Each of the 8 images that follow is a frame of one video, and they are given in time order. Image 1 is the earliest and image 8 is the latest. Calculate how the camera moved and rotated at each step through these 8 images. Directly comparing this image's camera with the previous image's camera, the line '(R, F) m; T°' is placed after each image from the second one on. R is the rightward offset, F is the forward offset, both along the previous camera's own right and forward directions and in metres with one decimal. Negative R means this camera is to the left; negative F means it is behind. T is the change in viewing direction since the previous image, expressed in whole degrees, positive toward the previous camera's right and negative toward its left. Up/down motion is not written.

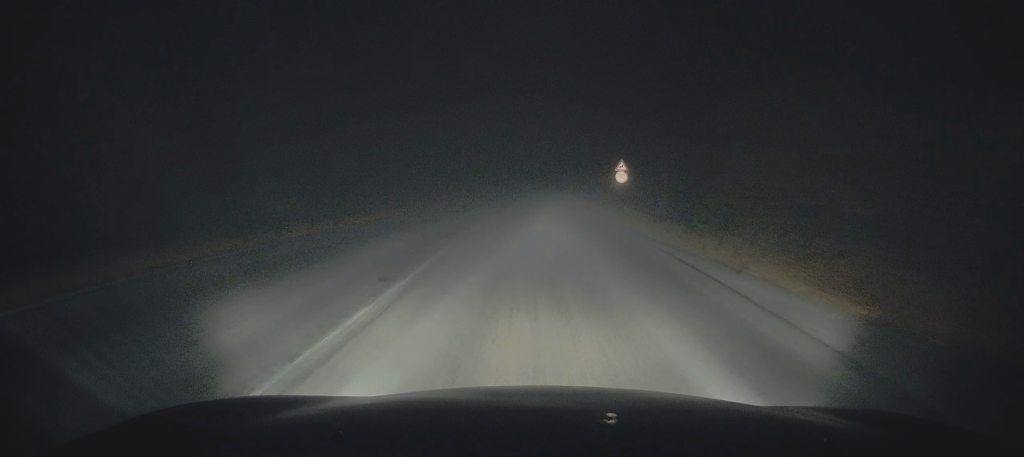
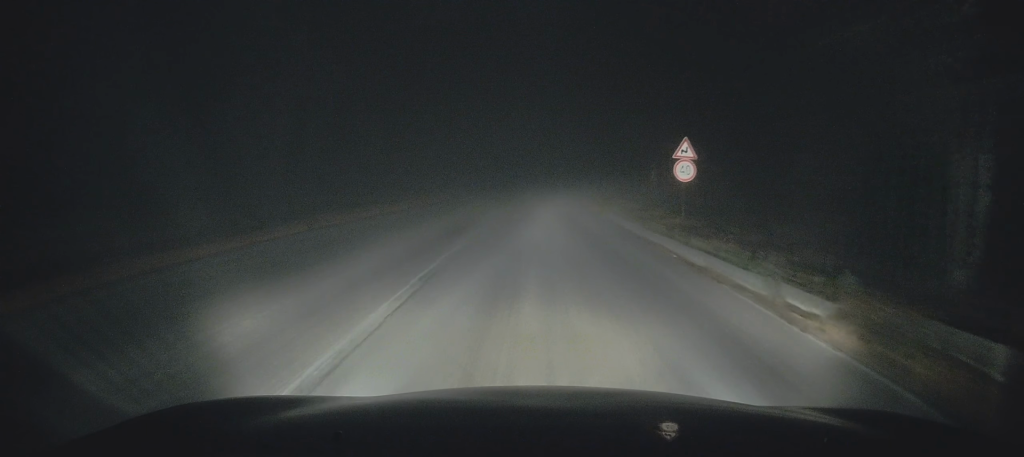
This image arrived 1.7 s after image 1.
(+0.1, +16.3) m; +1°
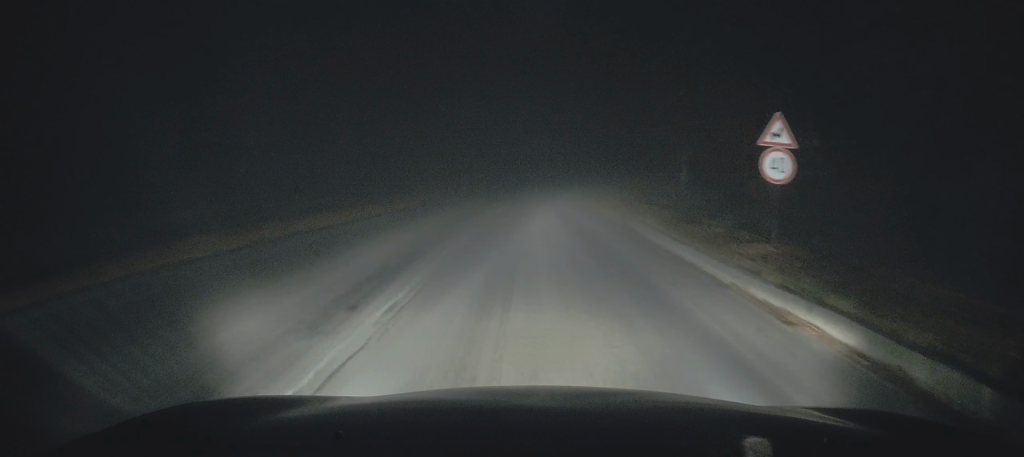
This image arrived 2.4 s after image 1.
(+0.1, +6.7) m; 0°
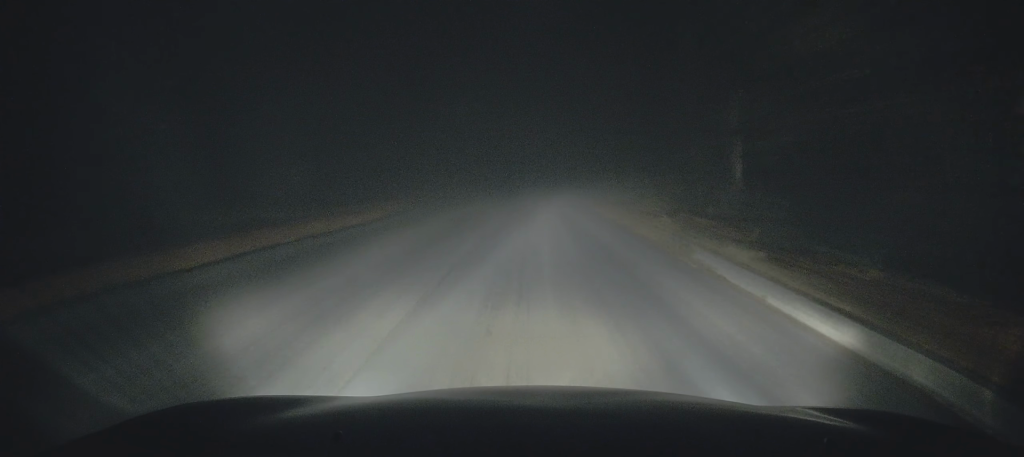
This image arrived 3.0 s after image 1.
(+0.1, +6.5) m; 0°
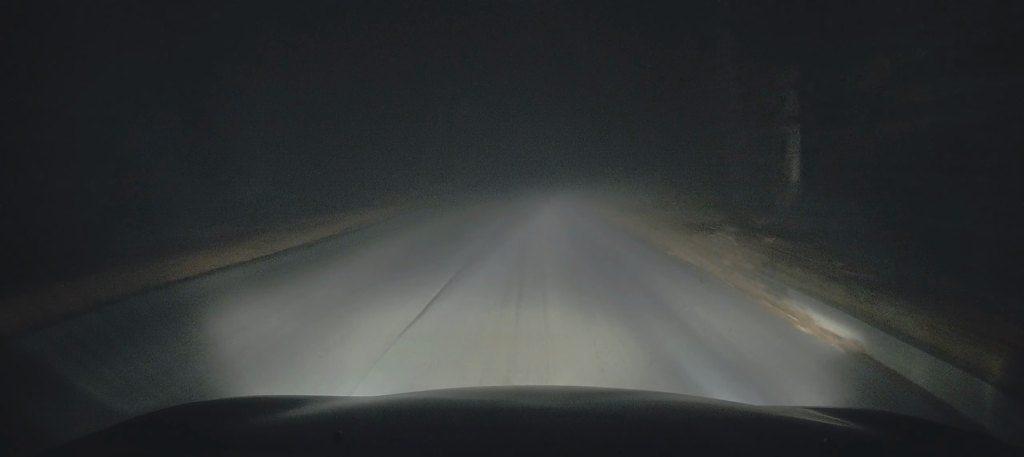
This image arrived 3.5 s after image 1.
(-0.1, +4.4) m; 0°
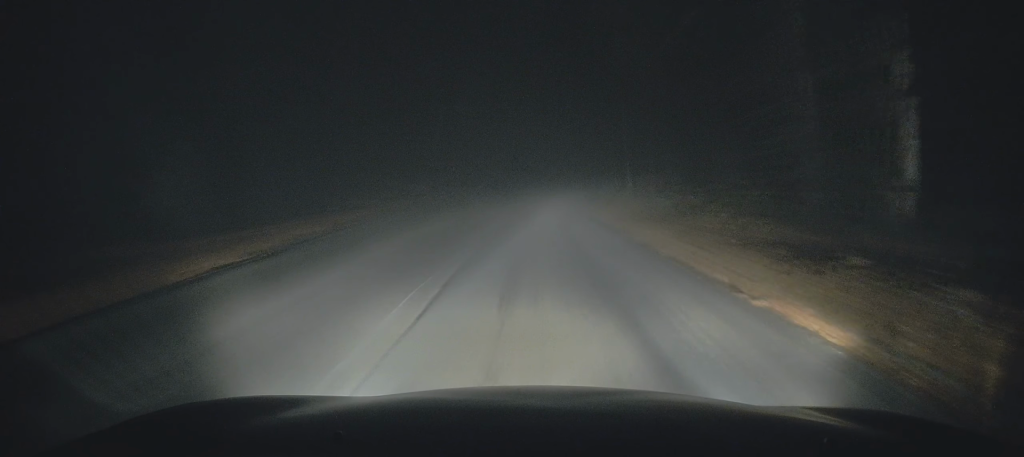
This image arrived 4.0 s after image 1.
(-0.1, +5.1) m; 0°
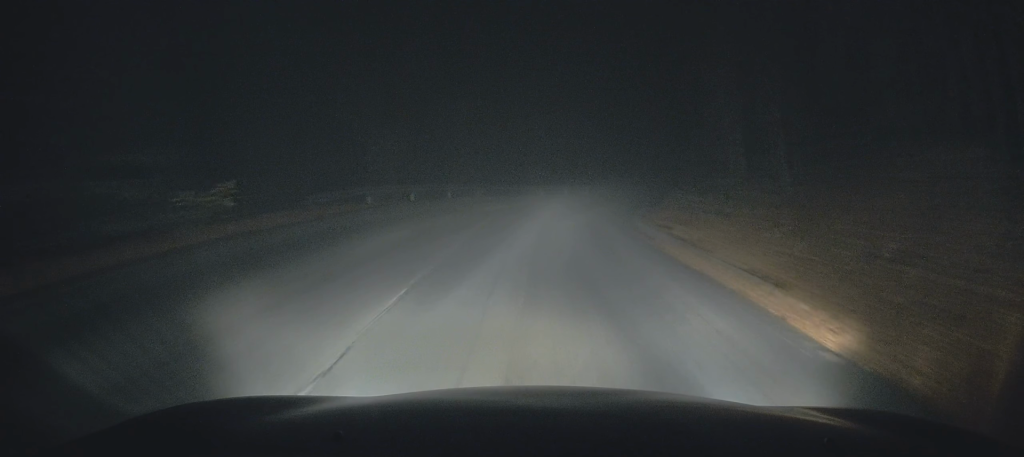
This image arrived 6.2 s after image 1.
(+0.3, +23.2) m; +1°
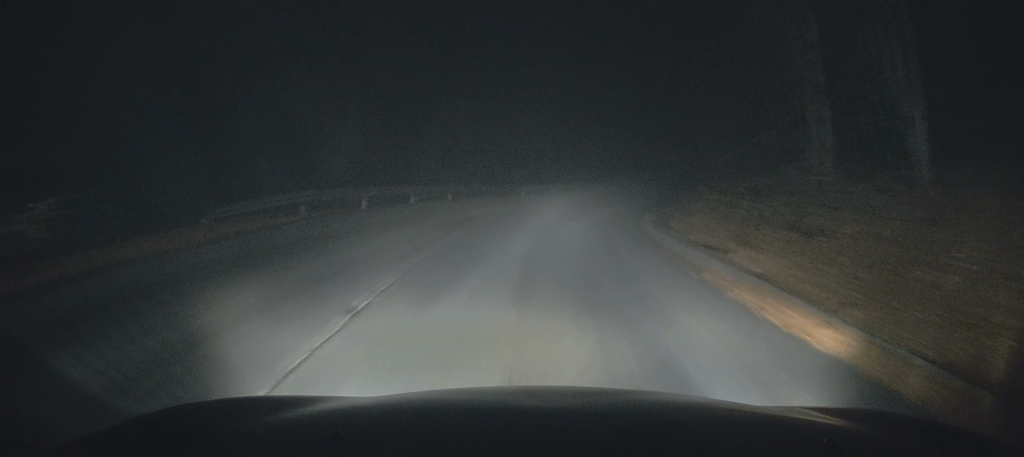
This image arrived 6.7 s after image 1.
(-0.1, +5.0) m; +1°
